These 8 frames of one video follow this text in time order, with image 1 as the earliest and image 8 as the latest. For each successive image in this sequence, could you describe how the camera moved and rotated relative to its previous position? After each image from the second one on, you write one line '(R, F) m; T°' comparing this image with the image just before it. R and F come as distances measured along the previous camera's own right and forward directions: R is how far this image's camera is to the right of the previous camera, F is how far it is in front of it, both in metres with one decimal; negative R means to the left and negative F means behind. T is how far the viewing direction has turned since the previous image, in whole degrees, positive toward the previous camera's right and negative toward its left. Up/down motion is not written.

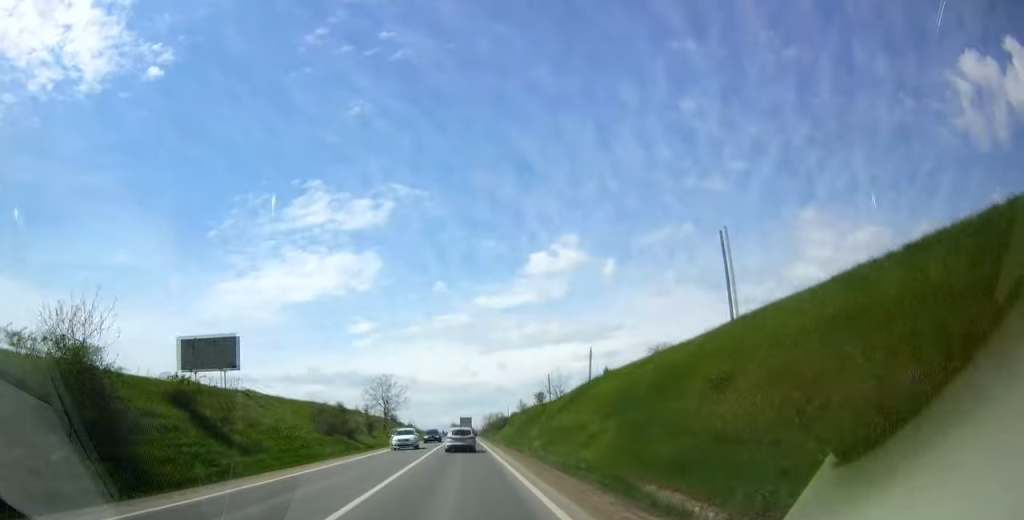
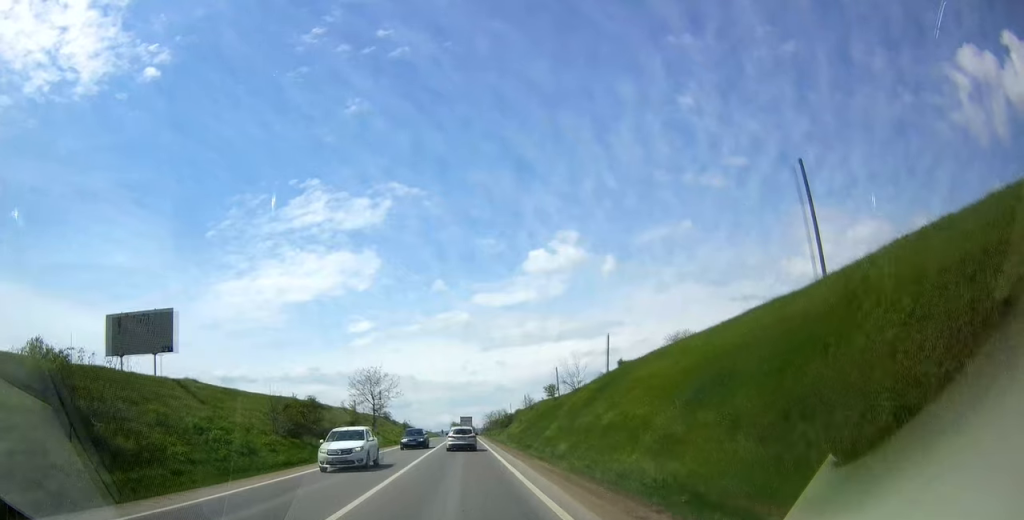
(+0.1, +10.0) m; 0°
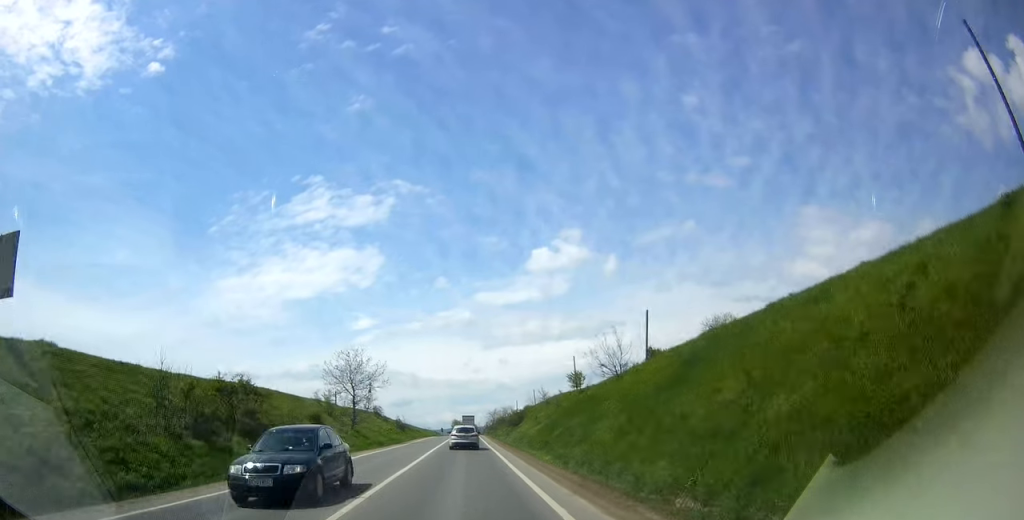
(-0.3, +14.5) m; -1°
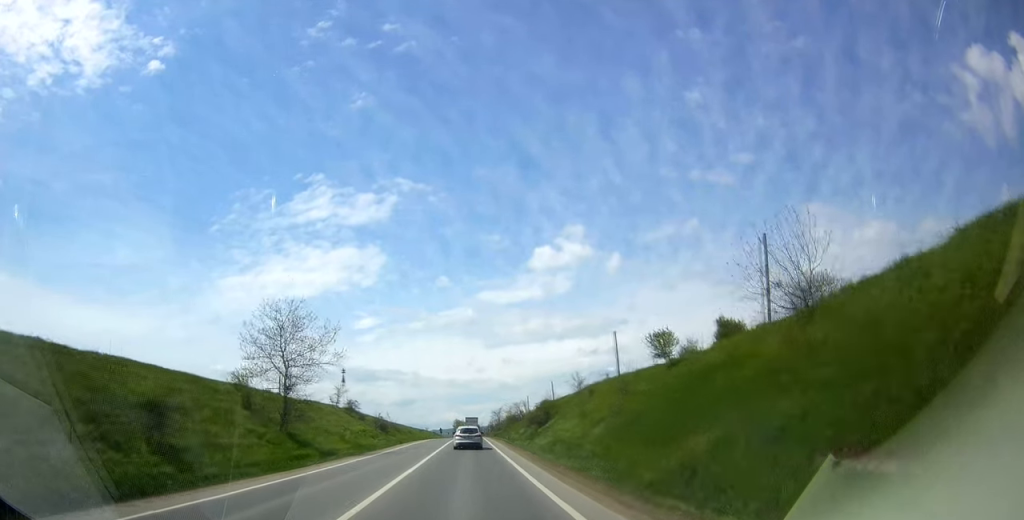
(-0.2, +23.6) m; -1°
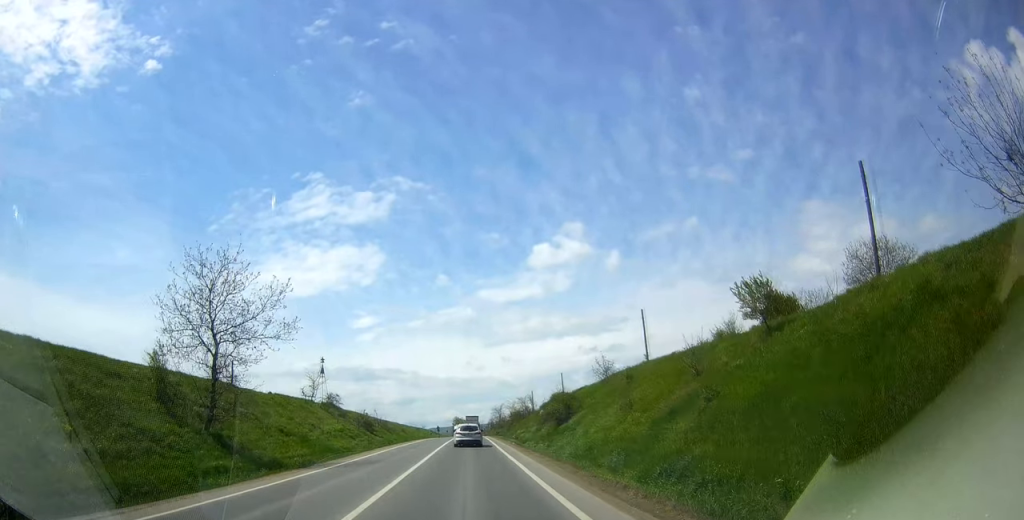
(-0.3, +11.2) m; 0°
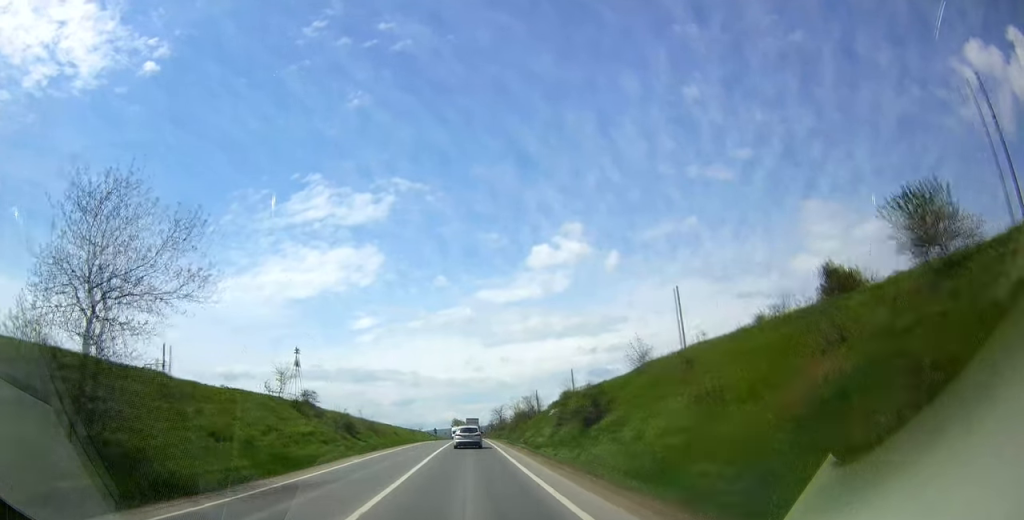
(+0.1, +9.7) m; 0°
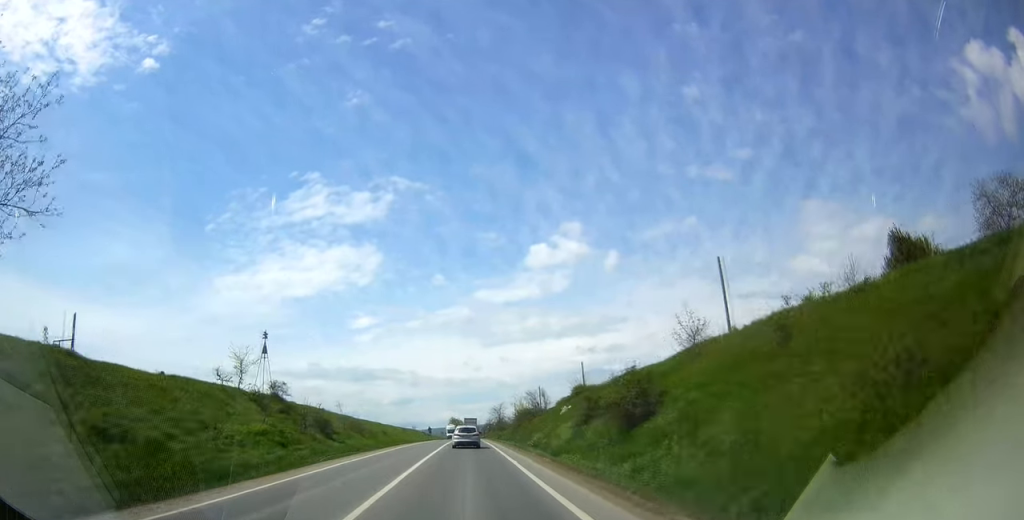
(+0.2, +9.0) m; 0°
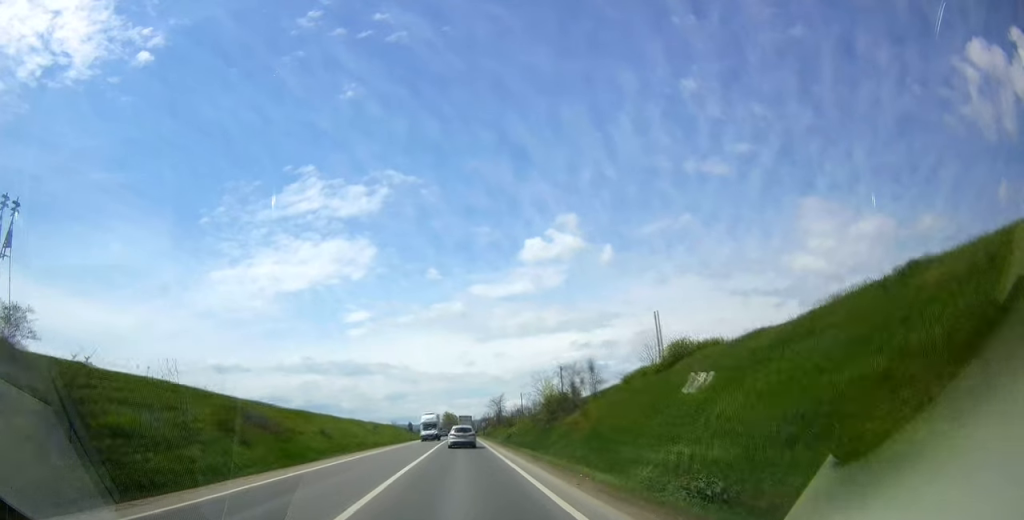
(0.0, +31.7) m; 0°
